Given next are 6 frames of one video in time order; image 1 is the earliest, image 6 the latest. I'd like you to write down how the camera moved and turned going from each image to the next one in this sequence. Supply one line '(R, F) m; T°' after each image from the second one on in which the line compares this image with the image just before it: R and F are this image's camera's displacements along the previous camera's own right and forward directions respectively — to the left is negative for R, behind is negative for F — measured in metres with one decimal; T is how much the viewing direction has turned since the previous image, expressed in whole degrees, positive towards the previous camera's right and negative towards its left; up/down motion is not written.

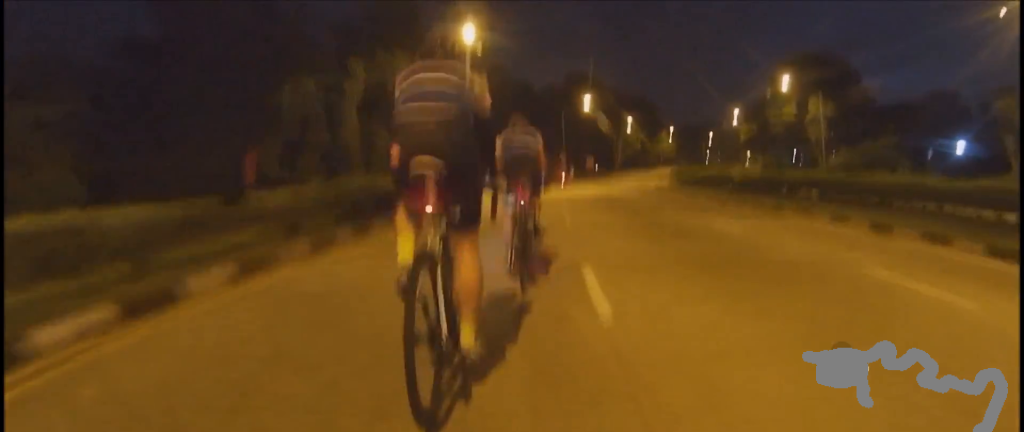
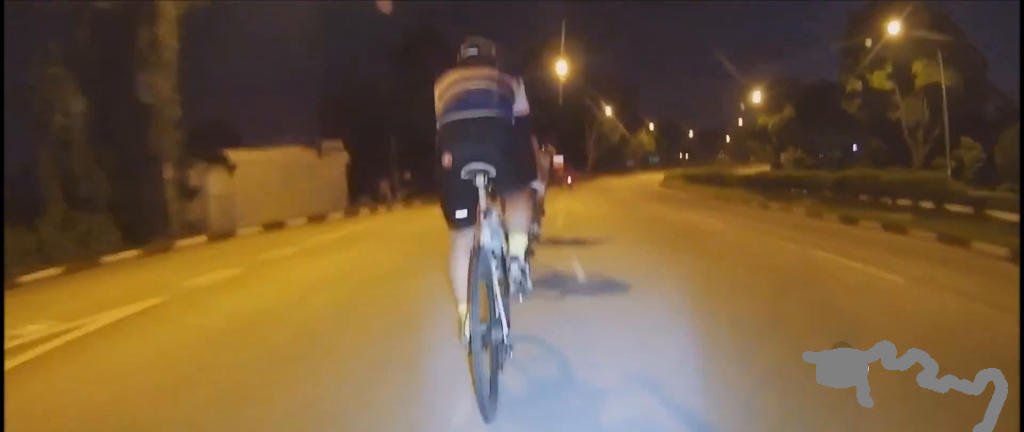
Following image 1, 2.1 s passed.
(+0.4, +23.0) m; +8°
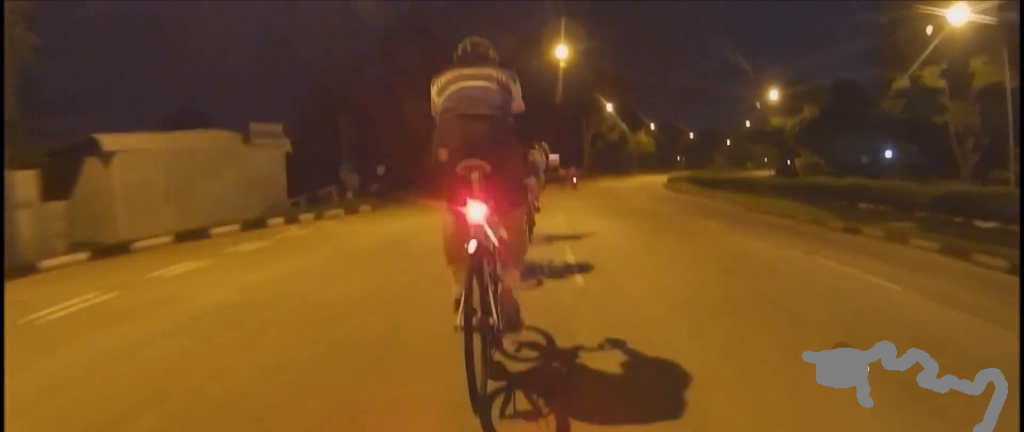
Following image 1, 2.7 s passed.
(0.0, +6.2) m; +1°
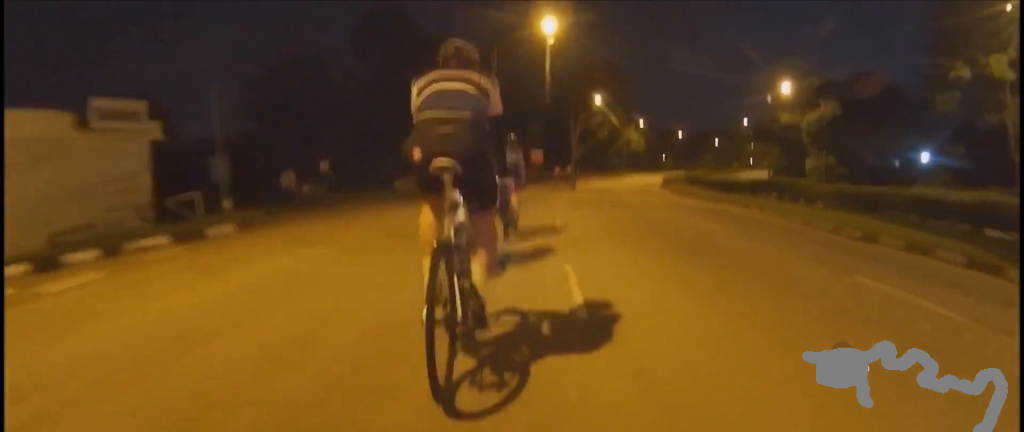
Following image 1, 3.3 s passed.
(0.0, +7.2) m; +2°
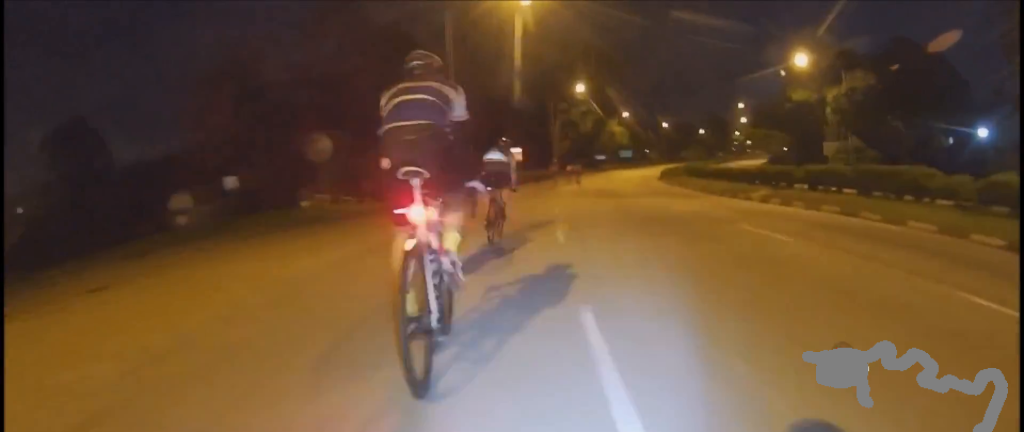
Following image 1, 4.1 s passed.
(-0.1, +8.1) m; +5°
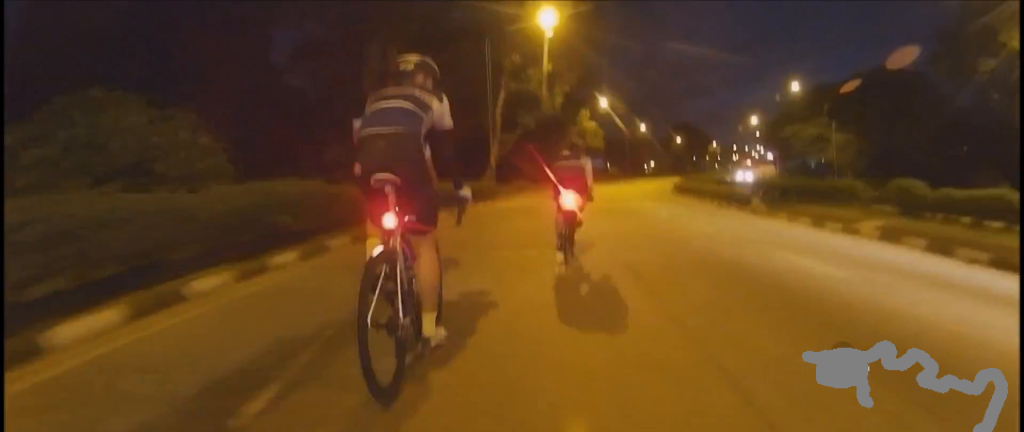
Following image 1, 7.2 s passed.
(+2.2, +31.4) m; +11°
